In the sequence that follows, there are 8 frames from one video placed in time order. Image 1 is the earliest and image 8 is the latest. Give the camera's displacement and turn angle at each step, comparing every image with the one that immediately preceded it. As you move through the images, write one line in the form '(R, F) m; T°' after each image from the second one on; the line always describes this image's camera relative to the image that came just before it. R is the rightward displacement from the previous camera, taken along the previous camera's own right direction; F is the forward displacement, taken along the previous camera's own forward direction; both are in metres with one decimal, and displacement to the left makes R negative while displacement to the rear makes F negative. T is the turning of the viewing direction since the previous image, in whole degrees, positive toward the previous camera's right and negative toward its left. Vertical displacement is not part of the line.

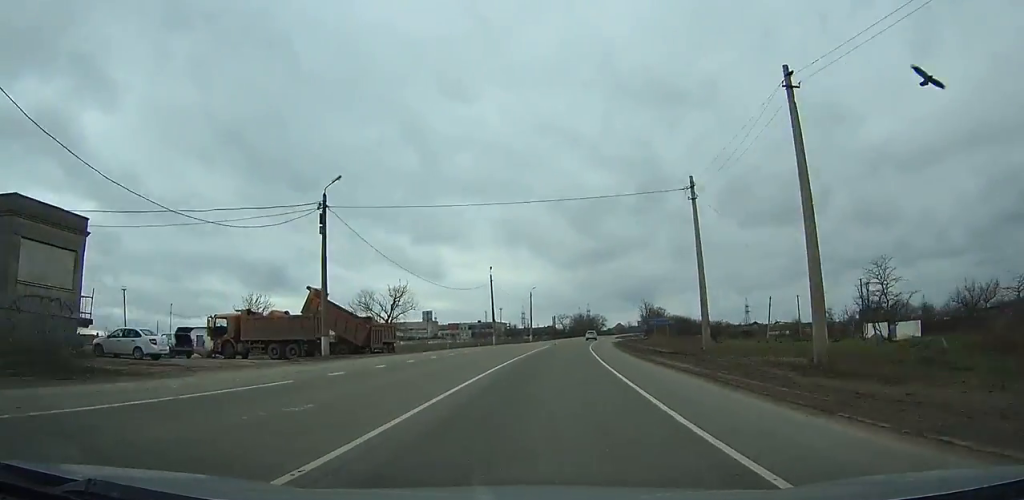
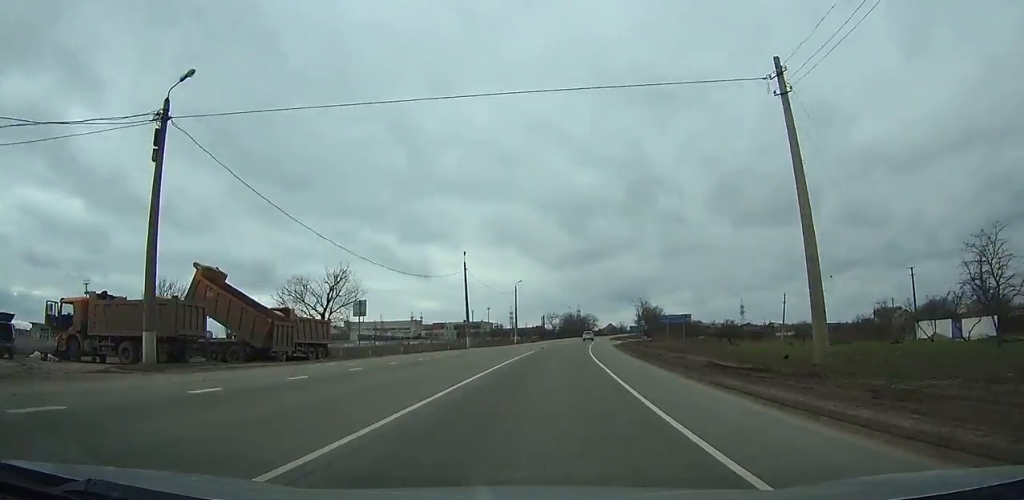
(+0.2, +14.2) m; +1°
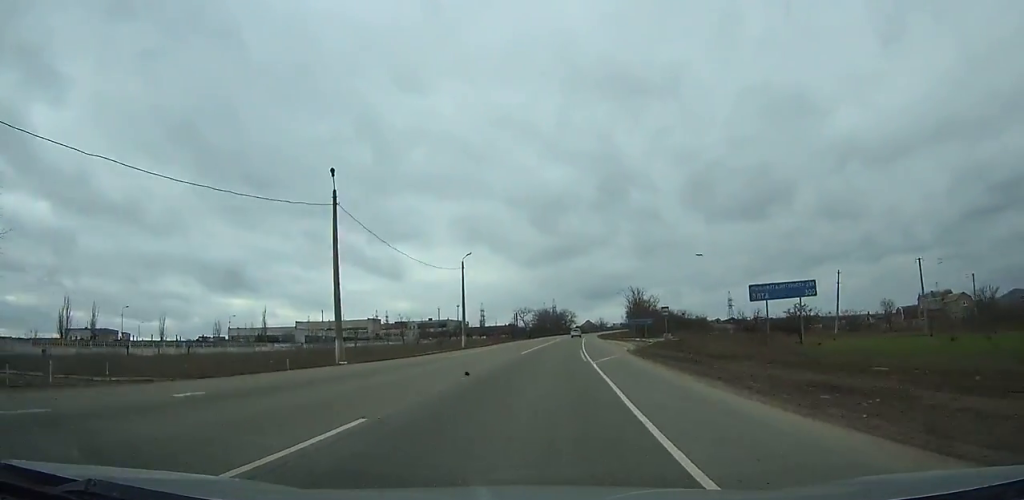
(+0.6, +32.0) m; +2°
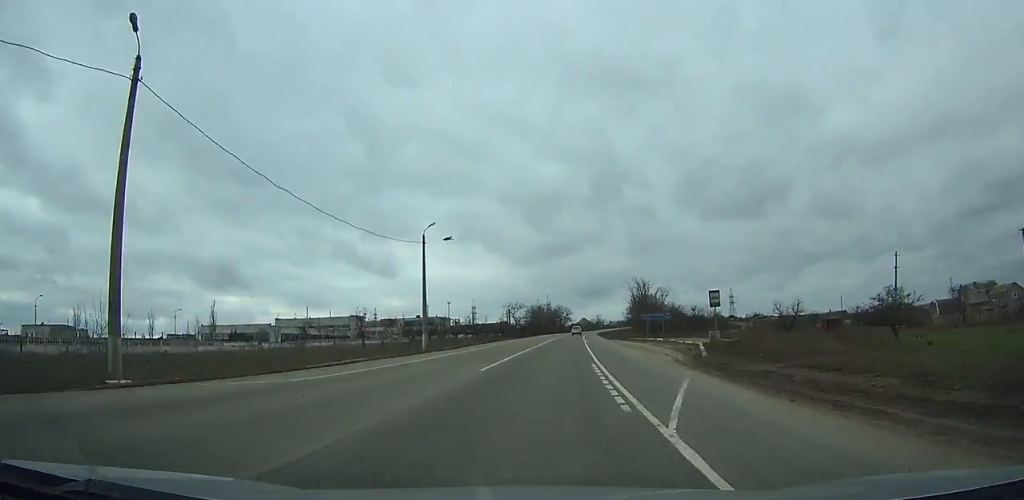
(+0.2, +16.6) m; +1°
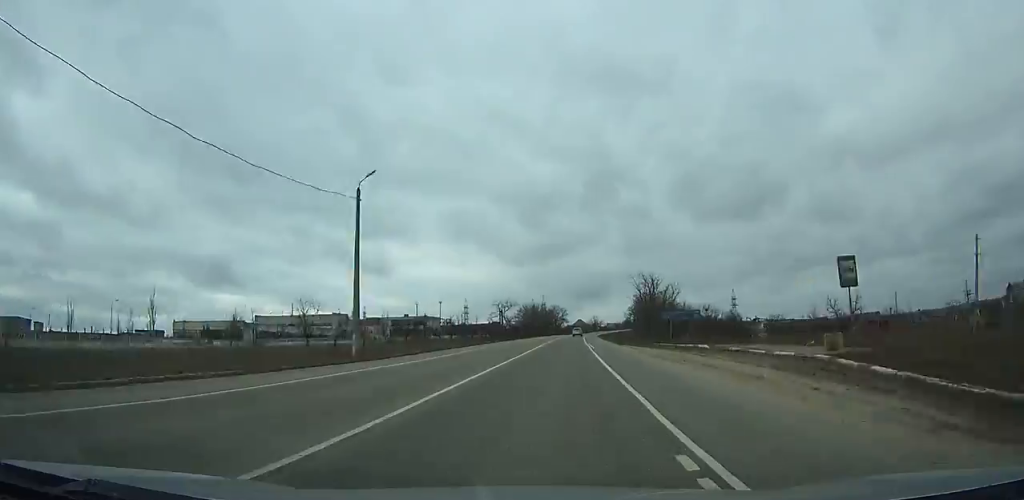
(0.0, +15.5) m; +1°
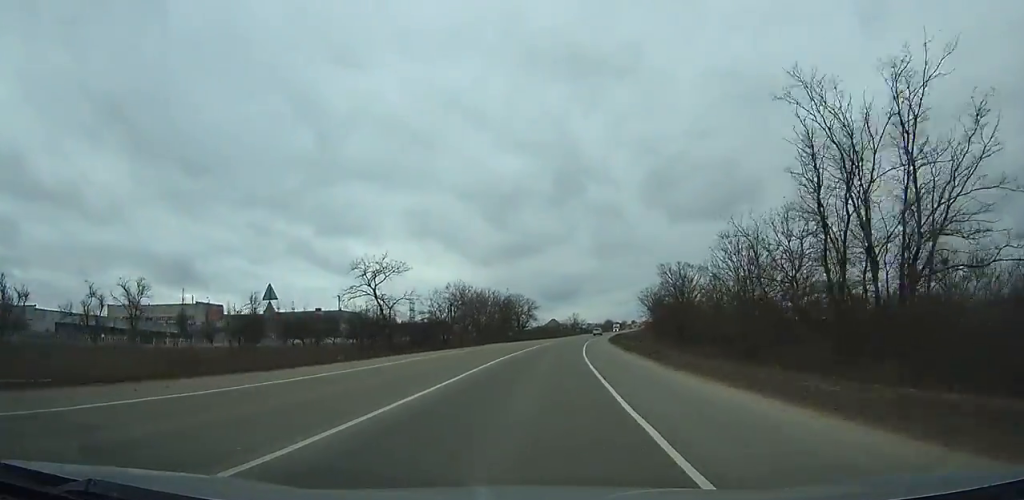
(+2.4, +80.8) m; +3°
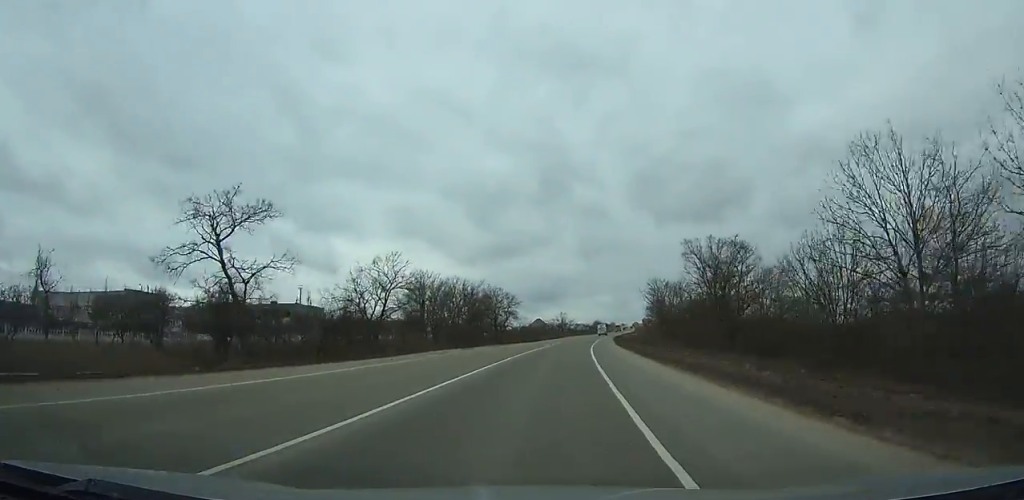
(-0.1, +25.8) m; +1°
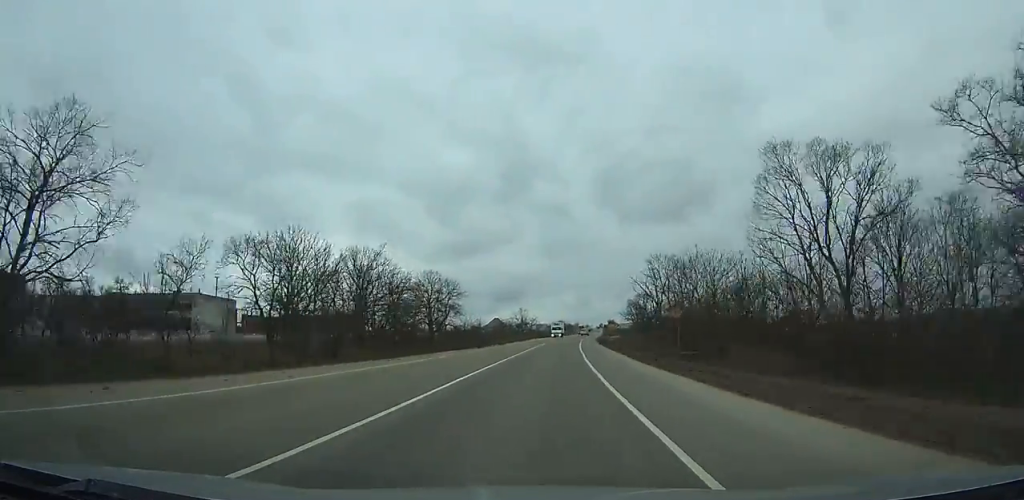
(+0.9, +35.0) m; +3°
